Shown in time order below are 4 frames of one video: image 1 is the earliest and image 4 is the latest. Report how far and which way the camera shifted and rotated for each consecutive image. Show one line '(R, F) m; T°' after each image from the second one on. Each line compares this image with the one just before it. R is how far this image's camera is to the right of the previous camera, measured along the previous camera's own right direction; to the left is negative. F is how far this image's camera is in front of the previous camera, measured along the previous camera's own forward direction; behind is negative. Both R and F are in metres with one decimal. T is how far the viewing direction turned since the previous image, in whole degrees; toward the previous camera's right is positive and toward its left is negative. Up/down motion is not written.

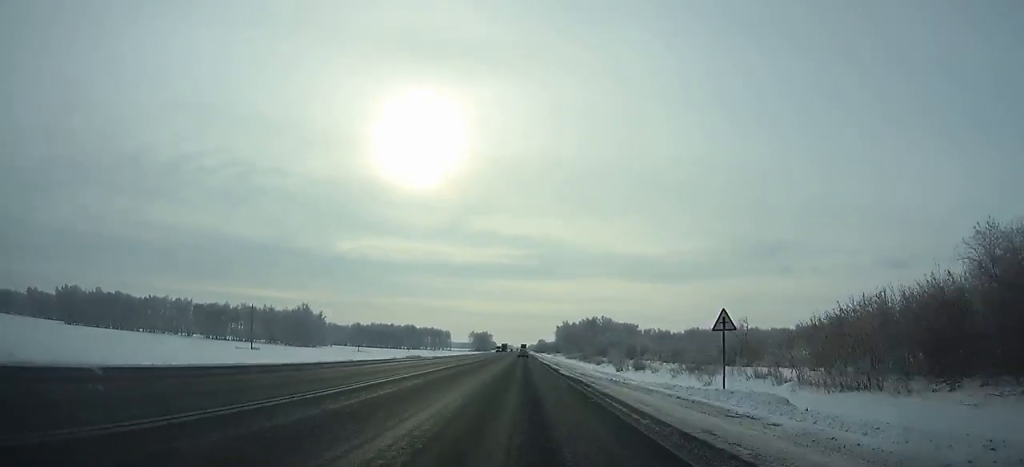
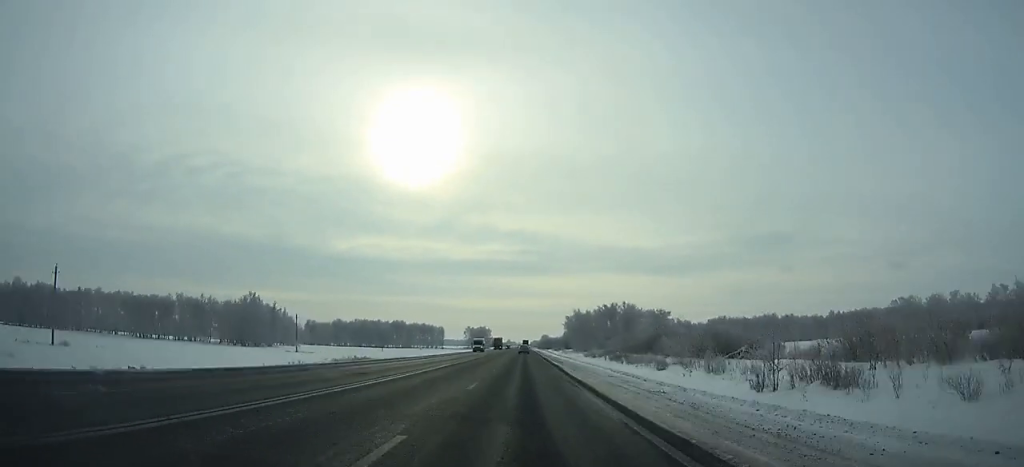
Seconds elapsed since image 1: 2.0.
(0.0, +54.6) m; 0°
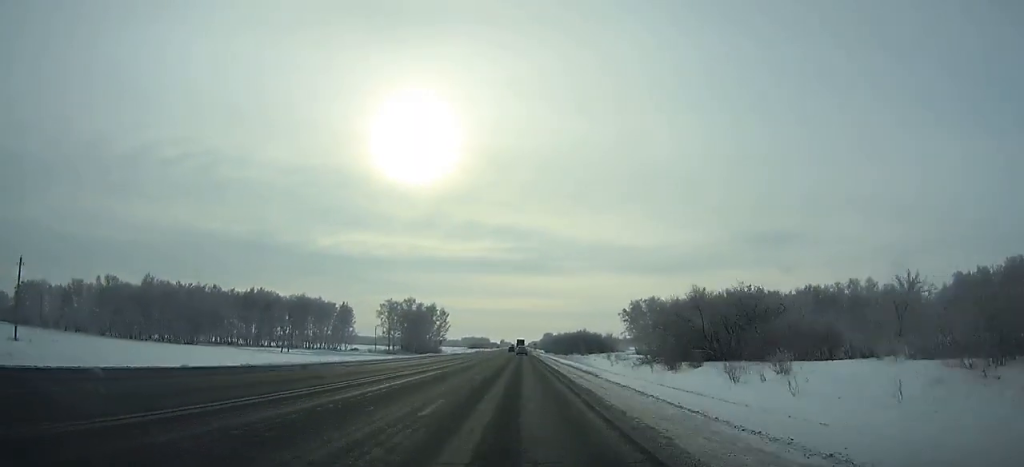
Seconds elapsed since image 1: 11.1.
(-0.3, +245.5) m; 0°
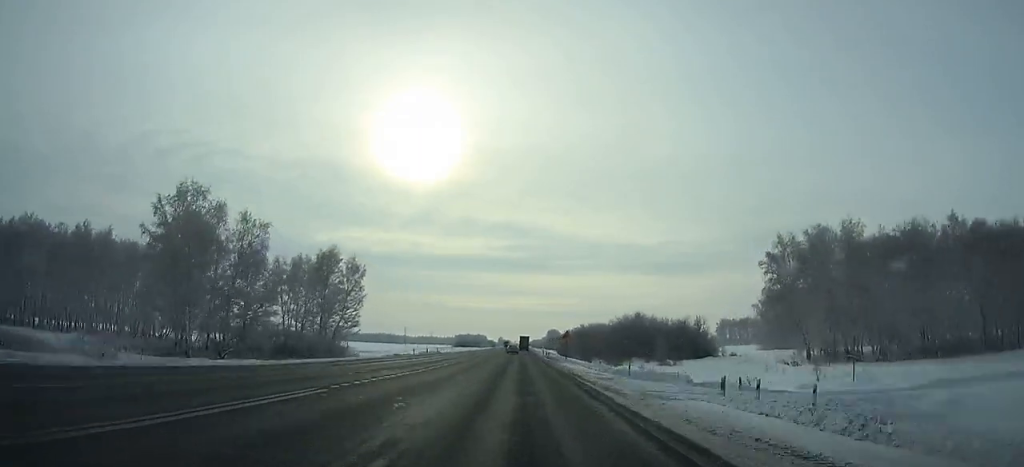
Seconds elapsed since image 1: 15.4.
(+0.1, +113.2) m; 0°
